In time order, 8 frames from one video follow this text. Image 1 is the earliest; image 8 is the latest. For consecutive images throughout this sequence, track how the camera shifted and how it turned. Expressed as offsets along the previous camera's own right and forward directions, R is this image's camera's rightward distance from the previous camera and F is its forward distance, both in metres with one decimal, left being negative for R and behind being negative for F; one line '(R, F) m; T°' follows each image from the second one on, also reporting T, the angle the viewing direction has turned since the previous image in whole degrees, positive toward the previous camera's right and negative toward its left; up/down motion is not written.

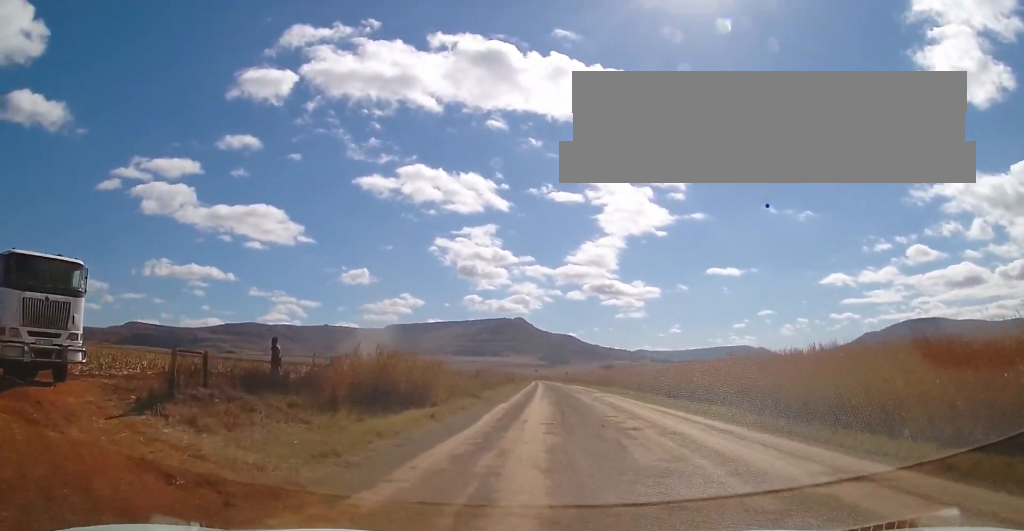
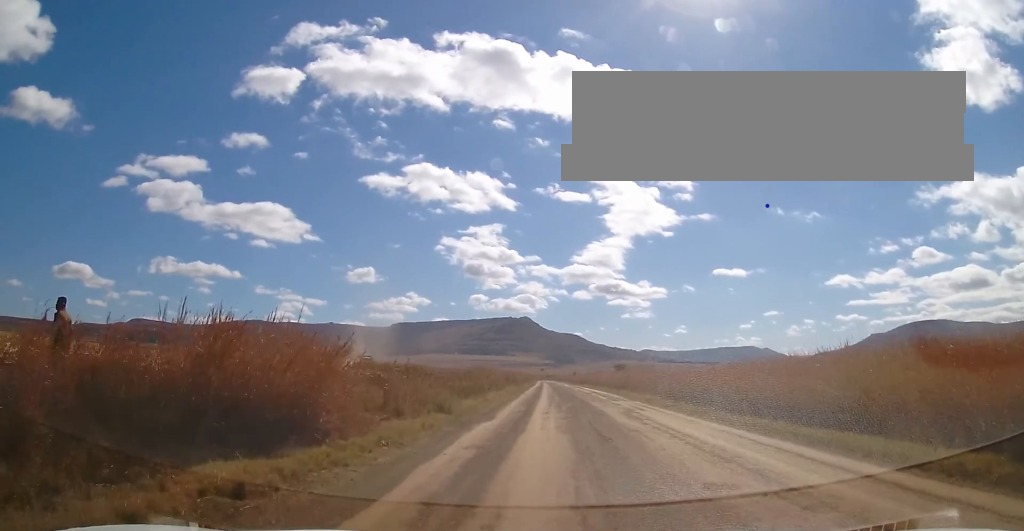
(0.0, +10.9) m; 0°
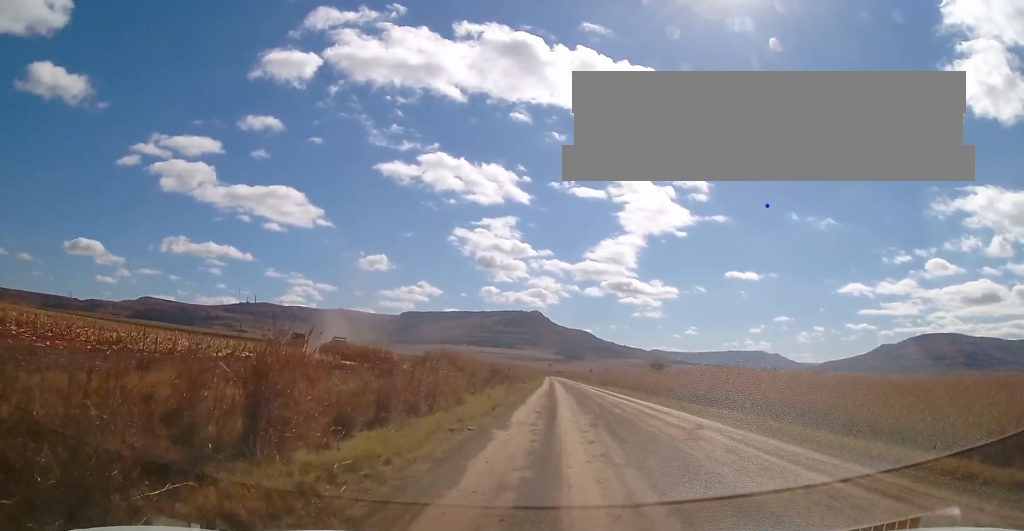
(-0.3, +29.3) m; -1°
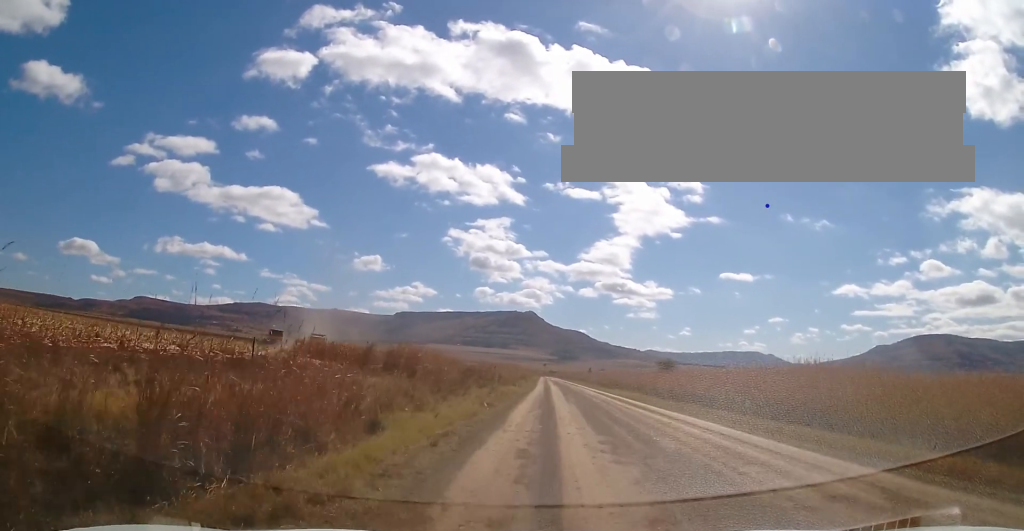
(0.0, +9.9) m; 0°
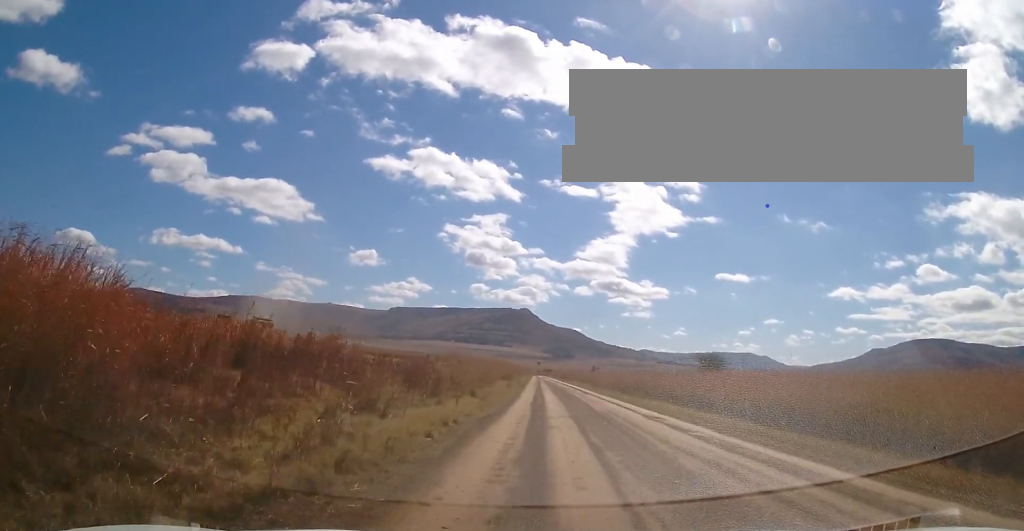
(+0.2, +22.5) m; +1°
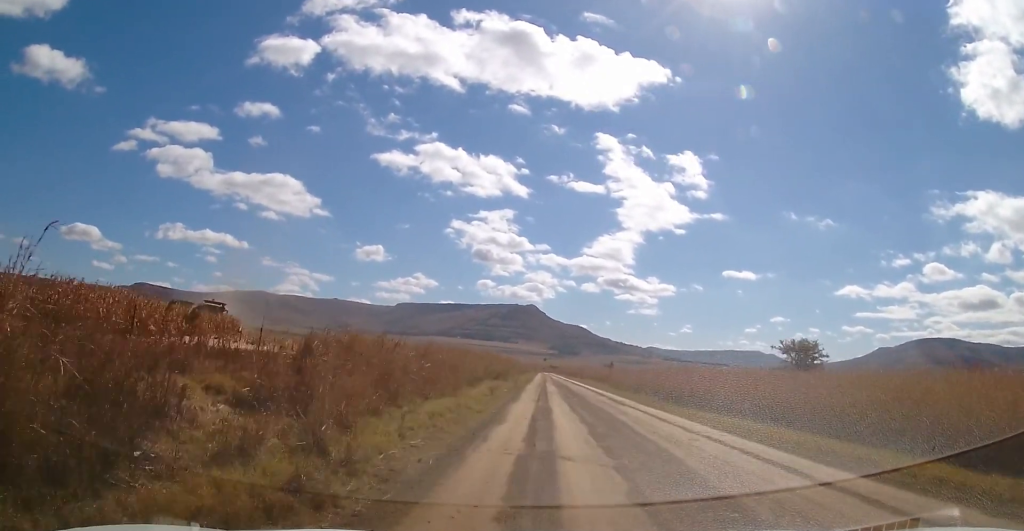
(+0.2, +17.4) m; 0°
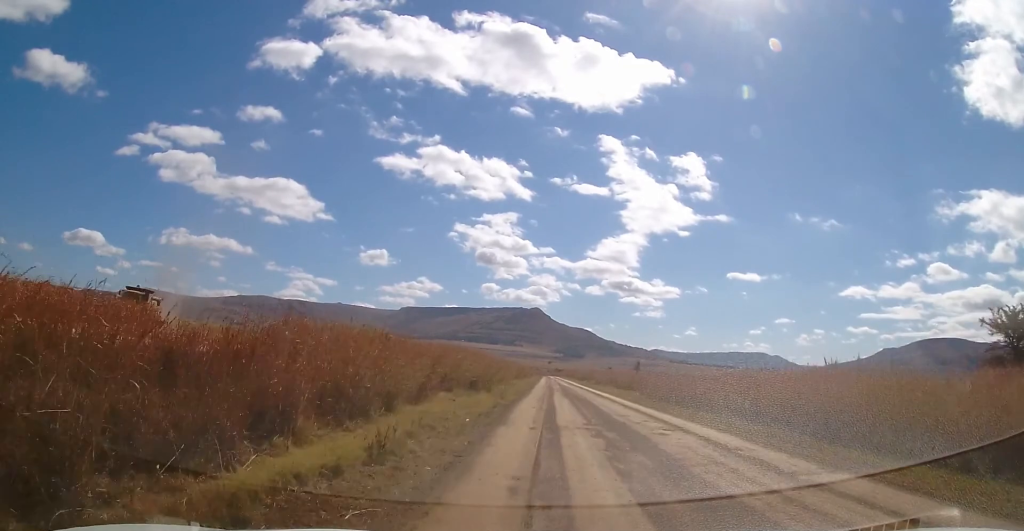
(-0.3, +18.4) m; -1°
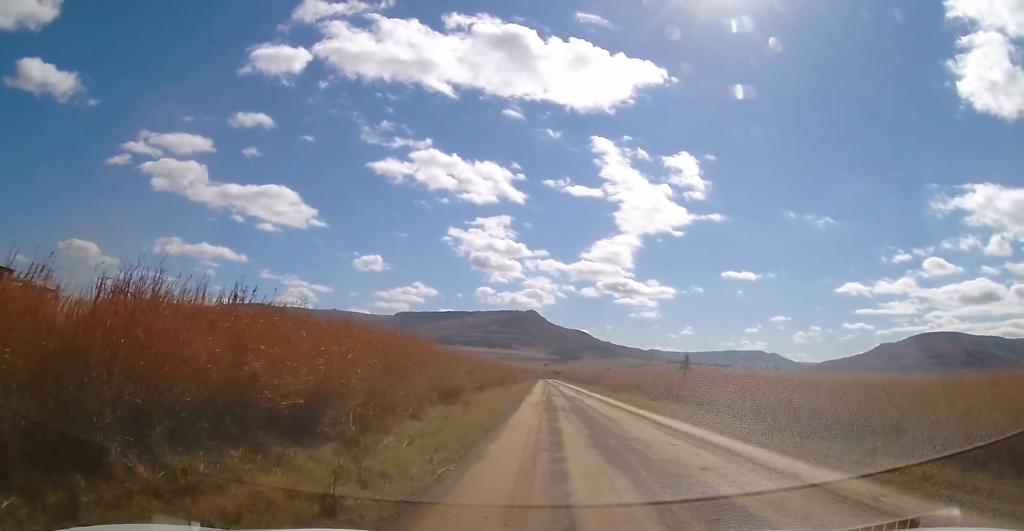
(-0.1, +21.4) m; 0°
